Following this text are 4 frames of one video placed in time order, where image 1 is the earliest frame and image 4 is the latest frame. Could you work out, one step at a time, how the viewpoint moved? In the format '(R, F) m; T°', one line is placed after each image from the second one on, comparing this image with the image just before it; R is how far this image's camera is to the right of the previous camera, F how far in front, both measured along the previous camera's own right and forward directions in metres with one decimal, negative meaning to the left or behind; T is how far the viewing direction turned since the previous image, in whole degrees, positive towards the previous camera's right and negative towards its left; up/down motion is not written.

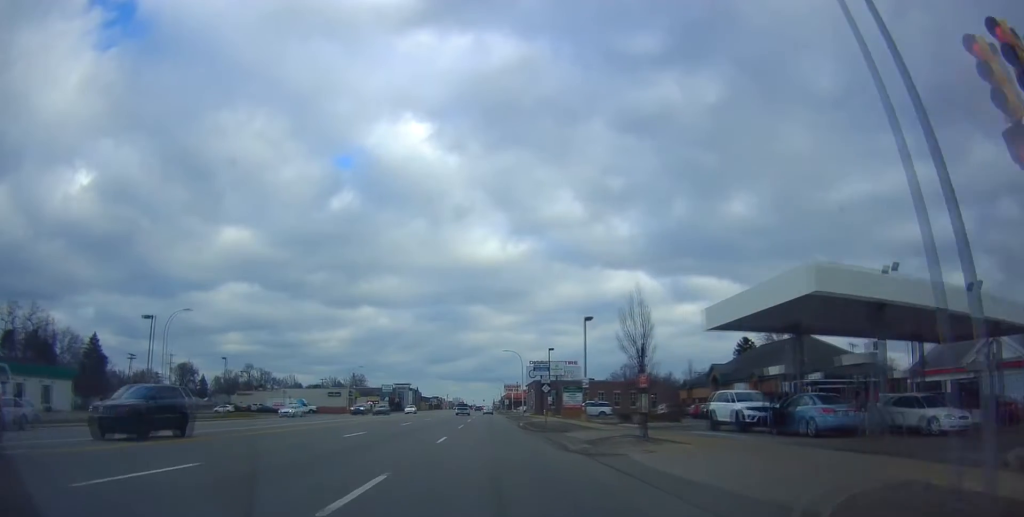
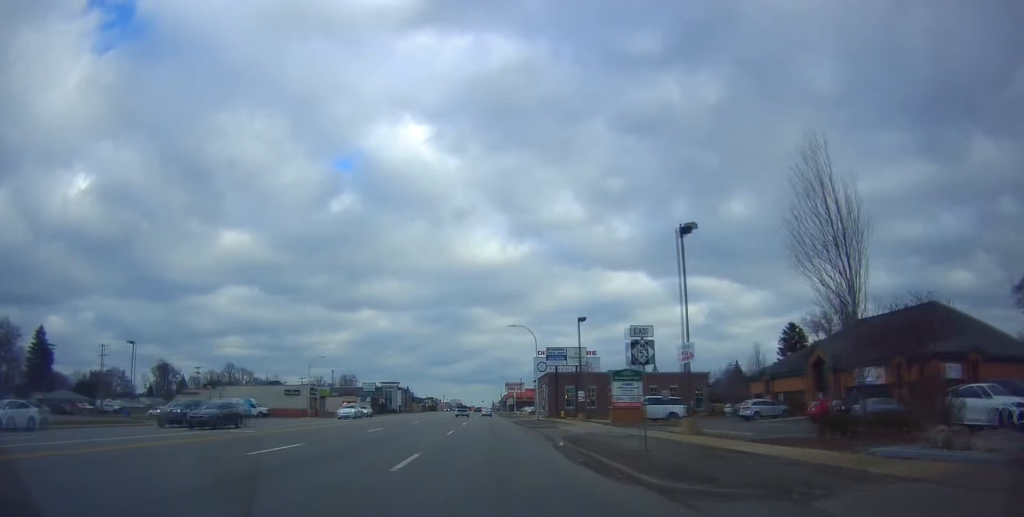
(-0.6, +24.7) m; -1°
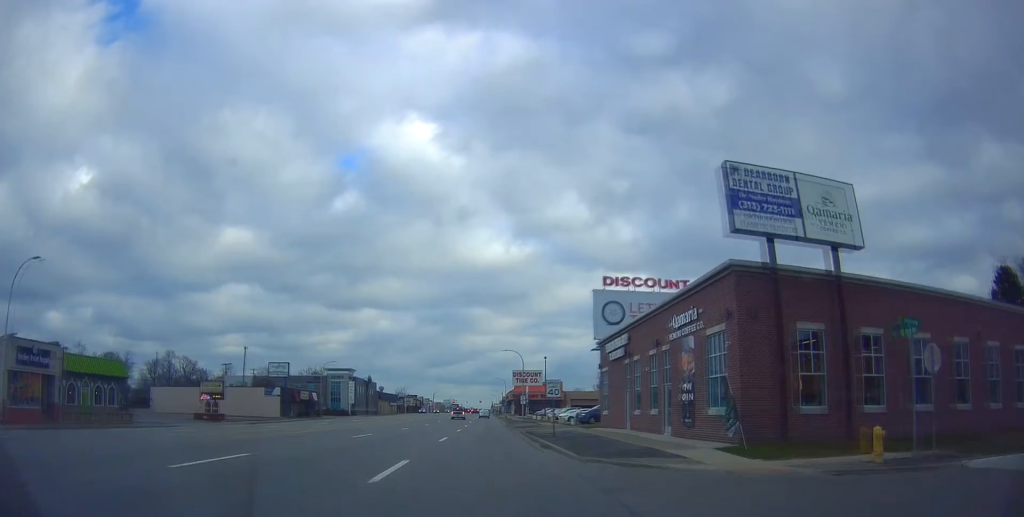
(+1.5, +62.8) m; +3°
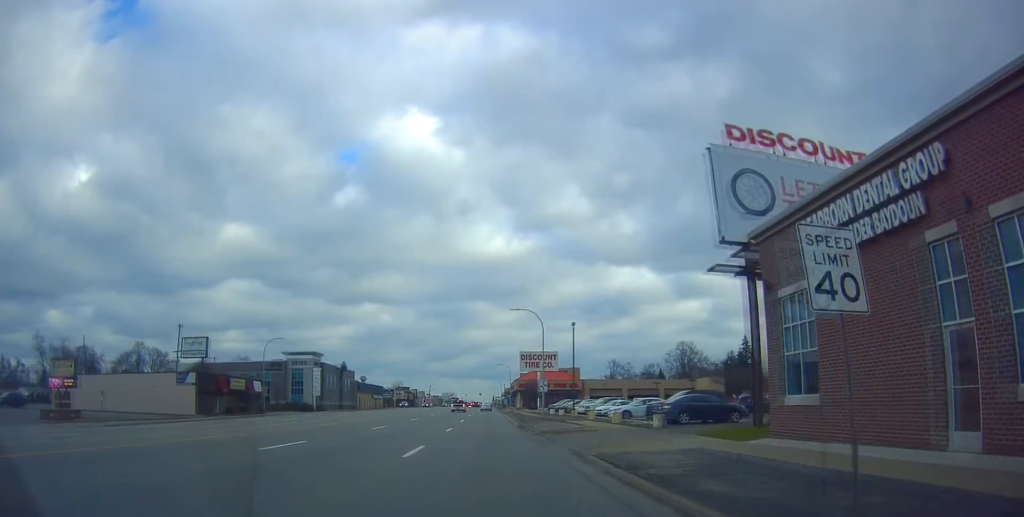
(0.0, +25.7) m; -1°
